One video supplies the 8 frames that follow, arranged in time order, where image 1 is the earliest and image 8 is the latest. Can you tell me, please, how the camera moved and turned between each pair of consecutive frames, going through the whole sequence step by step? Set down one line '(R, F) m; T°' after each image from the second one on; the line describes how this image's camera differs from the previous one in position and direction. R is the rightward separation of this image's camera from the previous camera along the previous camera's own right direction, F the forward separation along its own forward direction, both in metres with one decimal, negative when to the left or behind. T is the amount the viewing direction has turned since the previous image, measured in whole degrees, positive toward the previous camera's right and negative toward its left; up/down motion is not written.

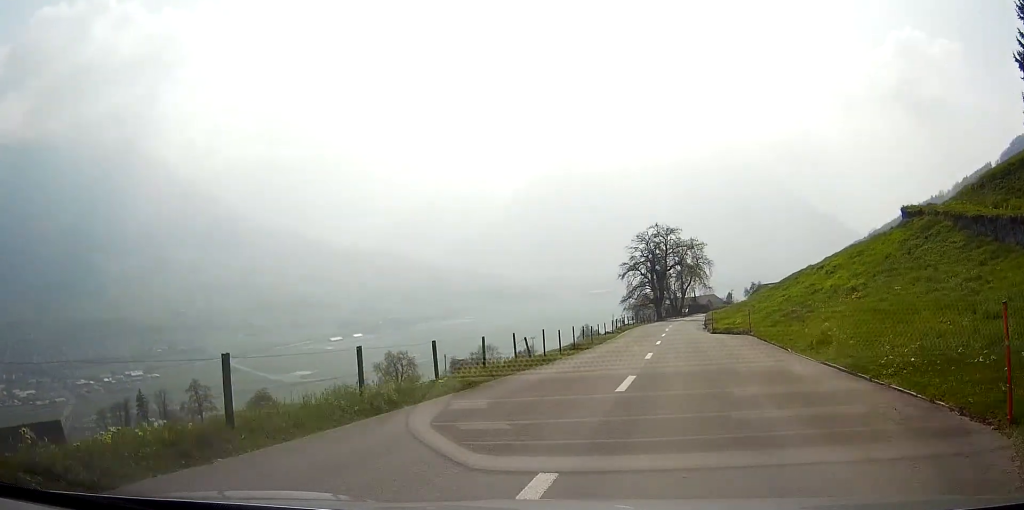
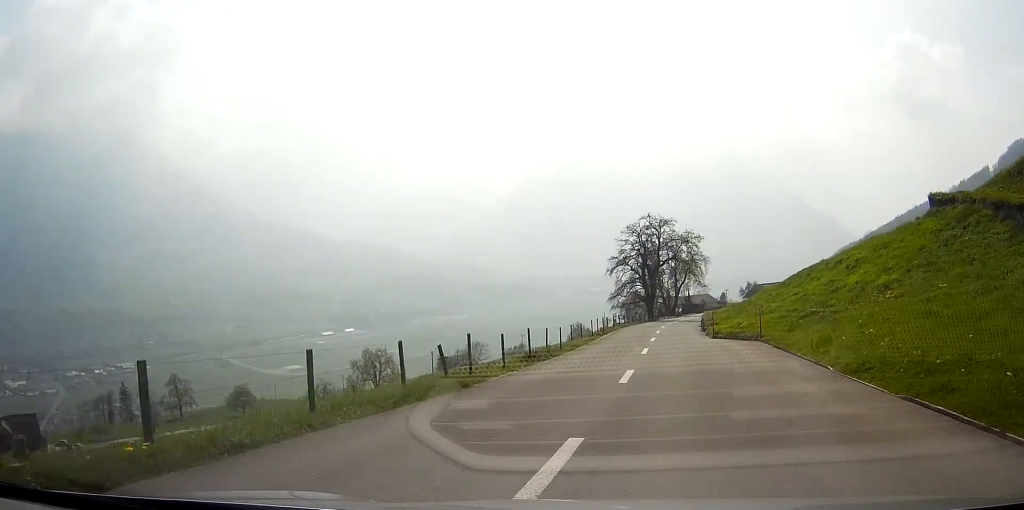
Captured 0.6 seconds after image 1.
(+0.1, +7.3) m; 0°
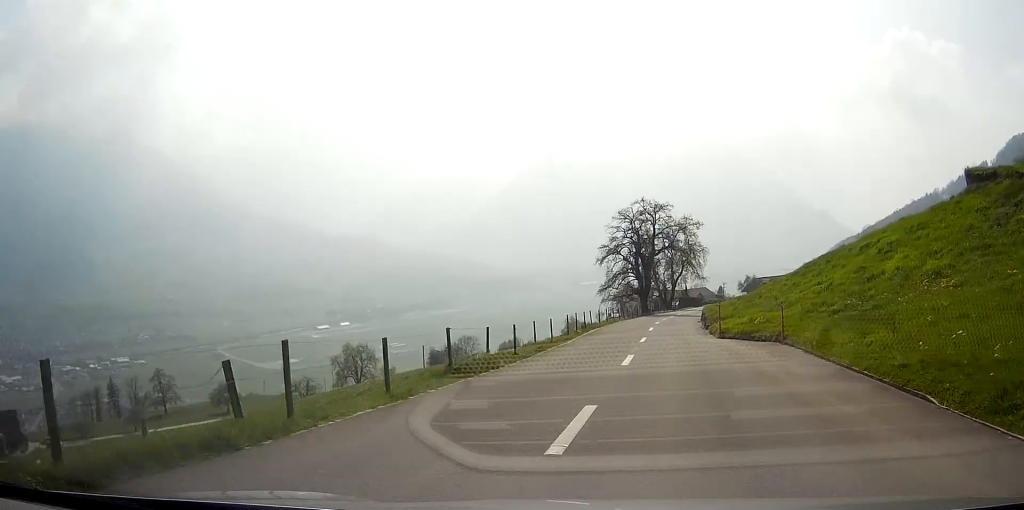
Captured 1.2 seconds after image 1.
(0.0, +7.0) m; 0°
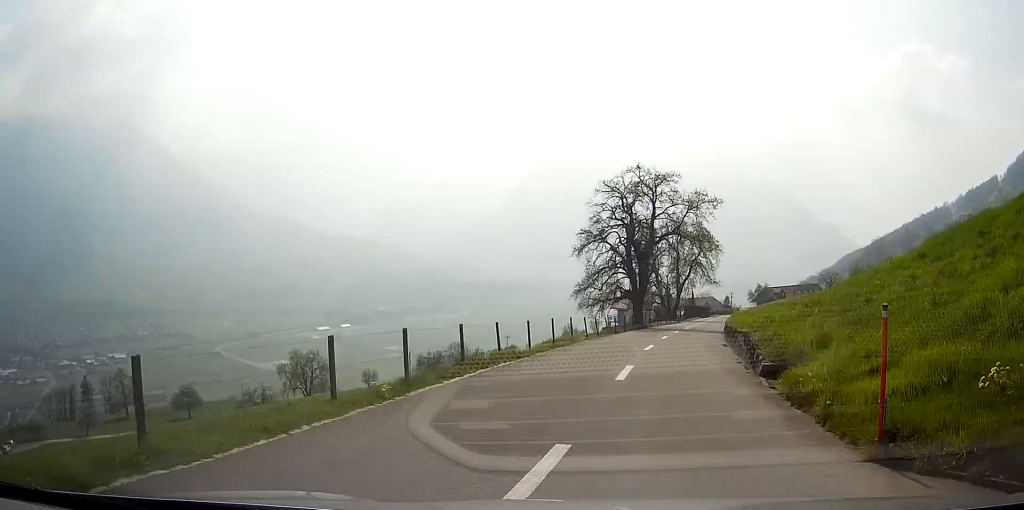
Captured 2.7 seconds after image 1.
(-0.1, +20.3) m; -1°
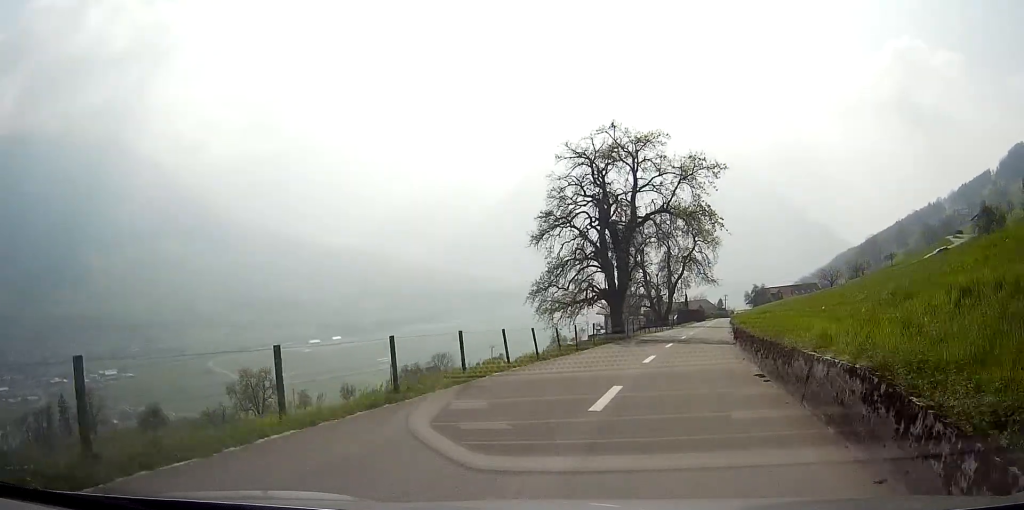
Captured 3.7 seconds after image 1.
(0.0, +12.7) m; 0°
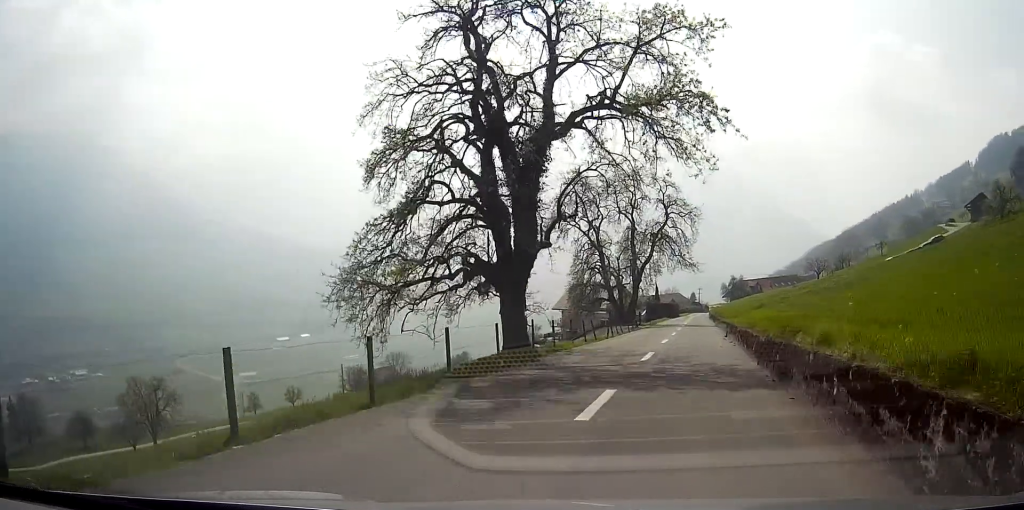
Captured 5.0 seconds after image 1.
(0.0, +18.8) m; 0°
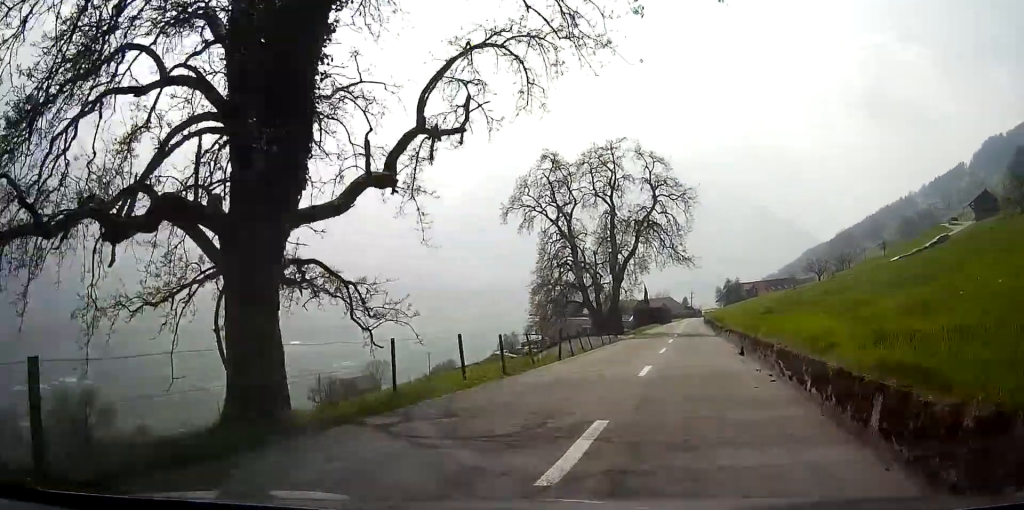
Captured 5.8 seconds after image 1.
(0.0, +11.6) m; +1°
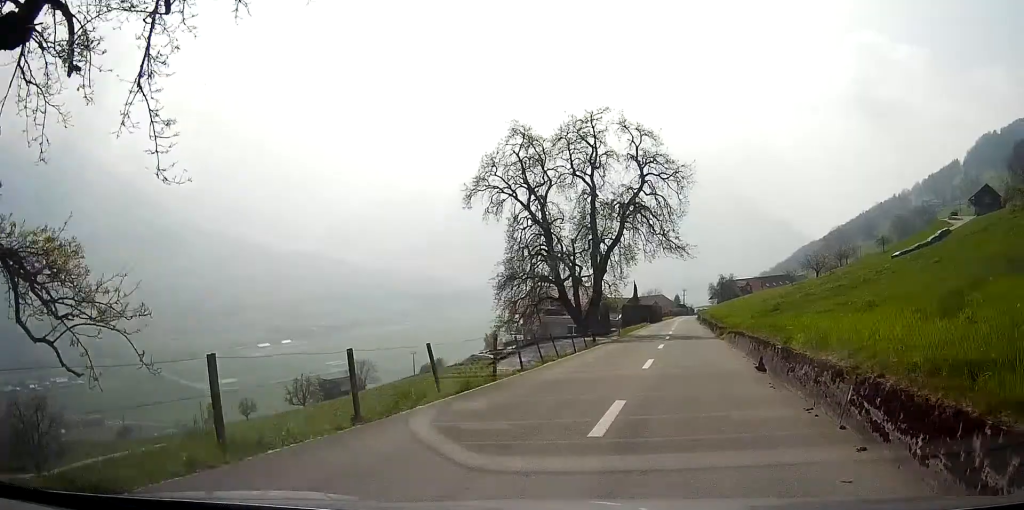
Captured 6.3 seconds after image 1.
(+0.1, +7.0) m; +1°
